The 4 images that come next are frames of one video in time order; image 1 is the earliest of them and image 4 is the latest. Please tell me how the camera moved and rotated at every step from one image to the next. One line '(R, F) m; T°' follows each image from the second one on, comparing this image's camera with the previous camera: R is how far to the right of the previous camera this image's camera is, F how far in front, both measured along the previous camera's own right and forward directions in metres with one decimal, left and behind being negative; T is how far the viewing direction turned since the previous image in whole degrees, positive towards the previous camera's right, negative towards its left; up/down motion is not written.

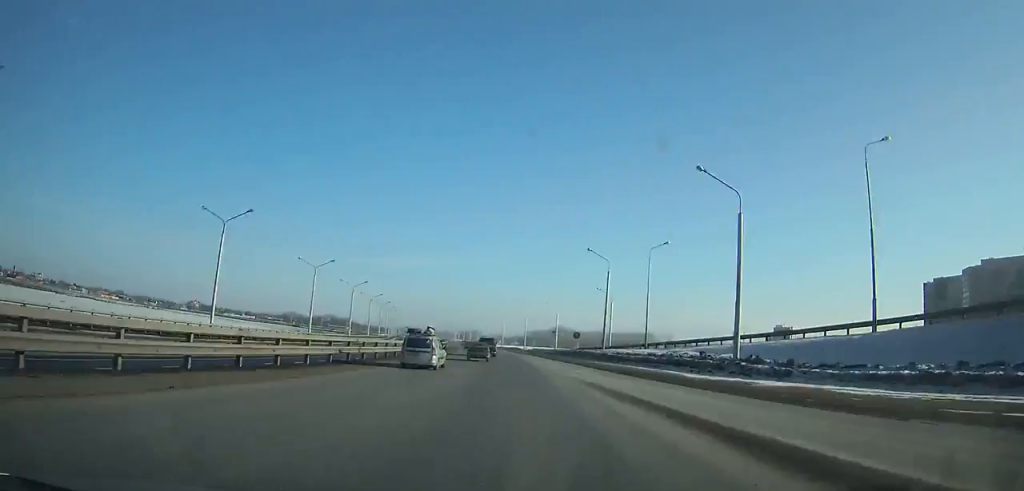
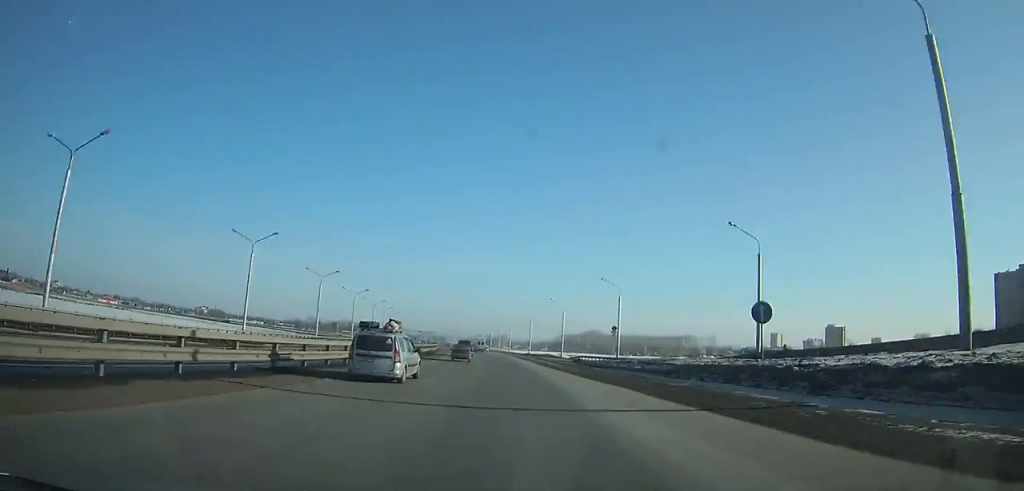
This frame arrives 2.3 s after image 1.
(-1.6, +54.0) m; -3°
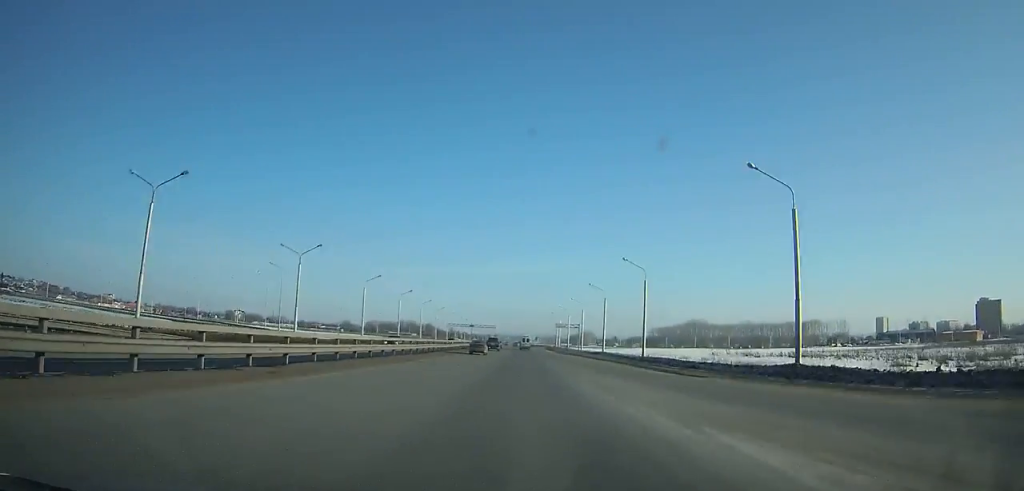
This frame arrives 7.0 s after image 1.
(-6.2, +115.4) m; -5°
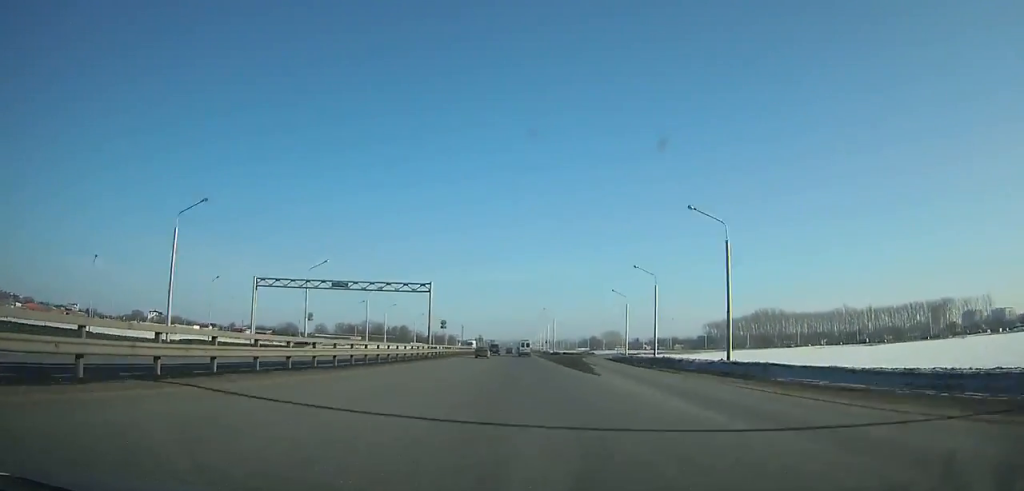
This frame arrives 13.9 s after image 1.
(-1.6, +174.0) m; -1°
